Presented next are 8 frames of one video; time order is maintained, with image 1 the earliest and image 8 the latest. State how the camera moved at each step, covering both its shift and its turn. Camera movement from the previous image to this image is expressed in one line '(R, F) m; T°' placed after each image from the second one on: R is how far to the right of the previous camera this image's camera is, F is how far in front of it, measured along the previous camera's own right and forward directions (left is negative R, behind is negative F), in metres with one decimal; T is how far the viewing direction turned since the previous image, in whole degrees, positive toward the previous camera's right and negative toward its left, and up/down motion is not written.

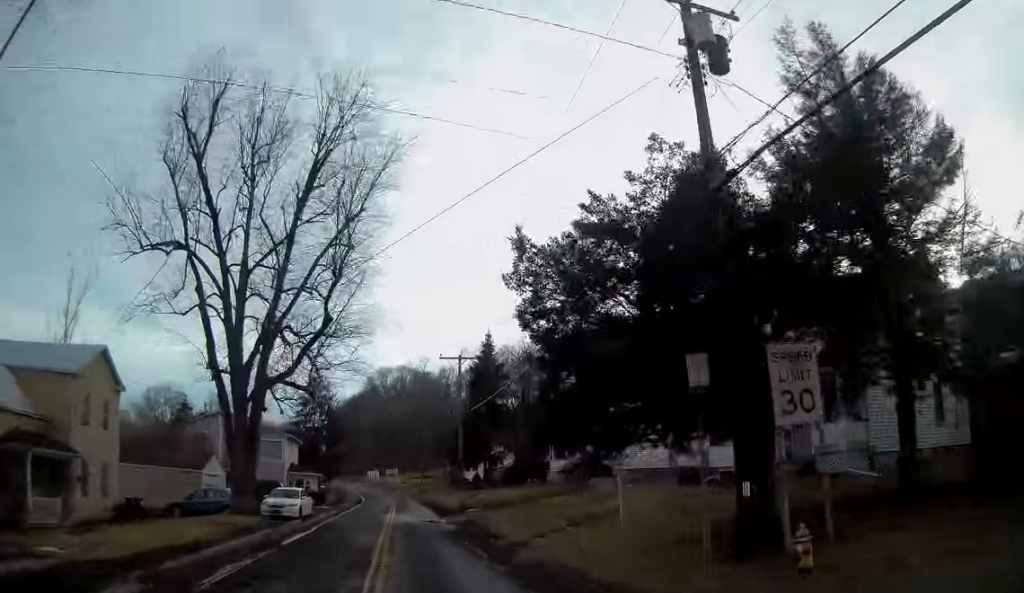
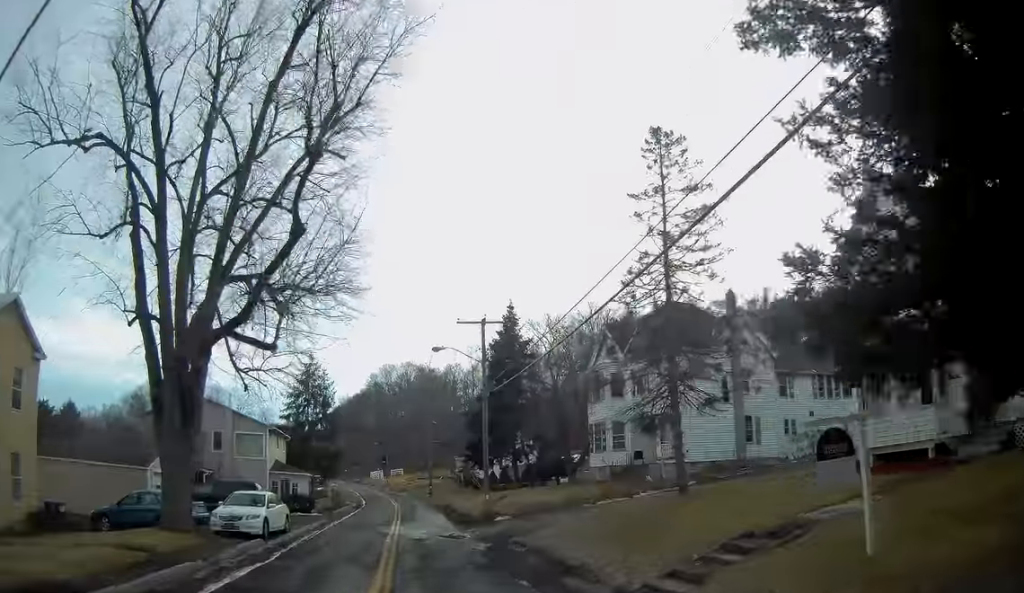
(0.0, +9.0) m; -1°
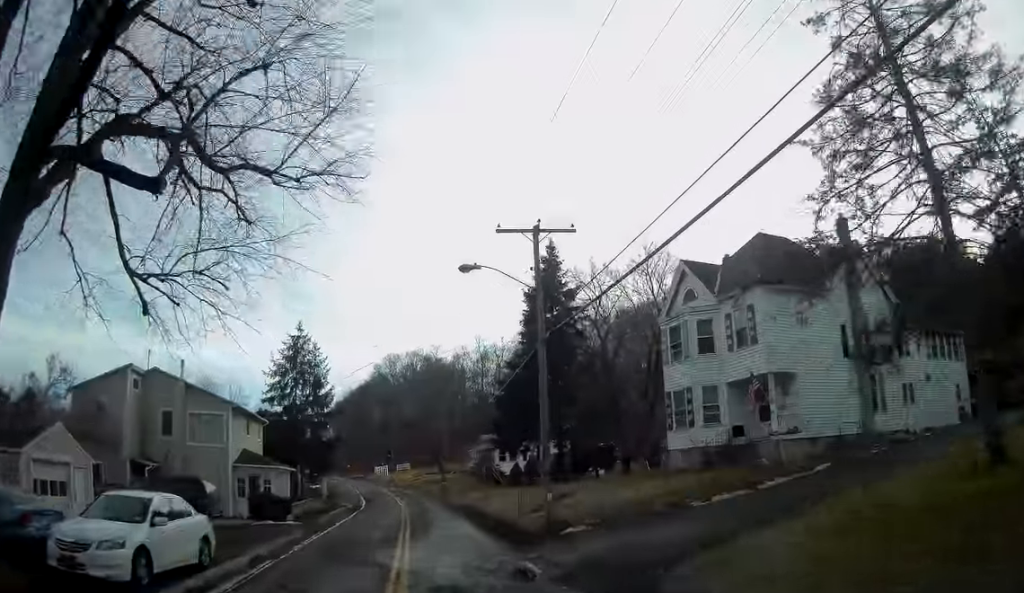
(-0.1, +10.8) m; -1°
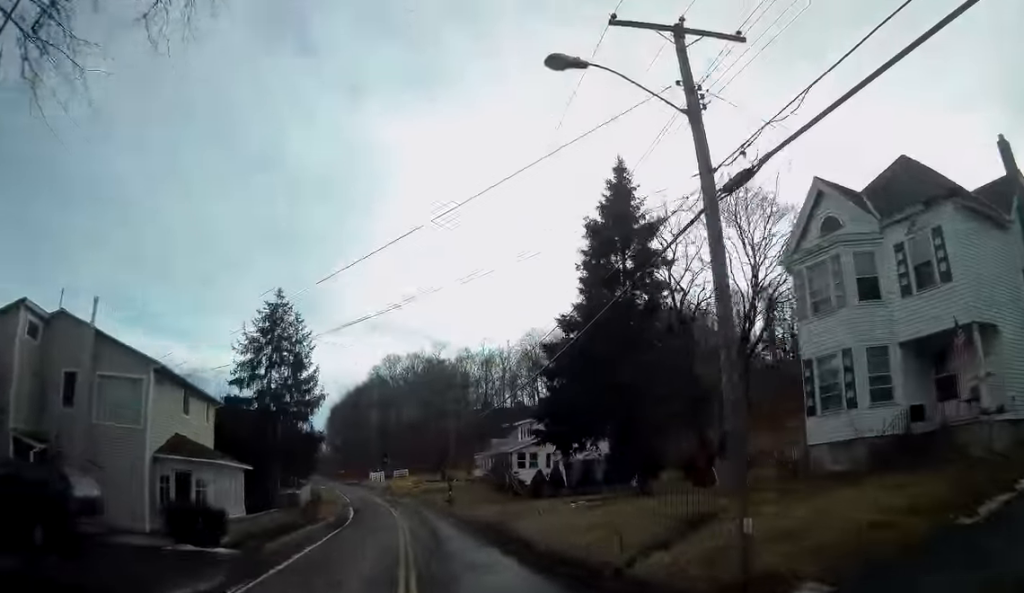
(-0.2, +10.6) m; 0°
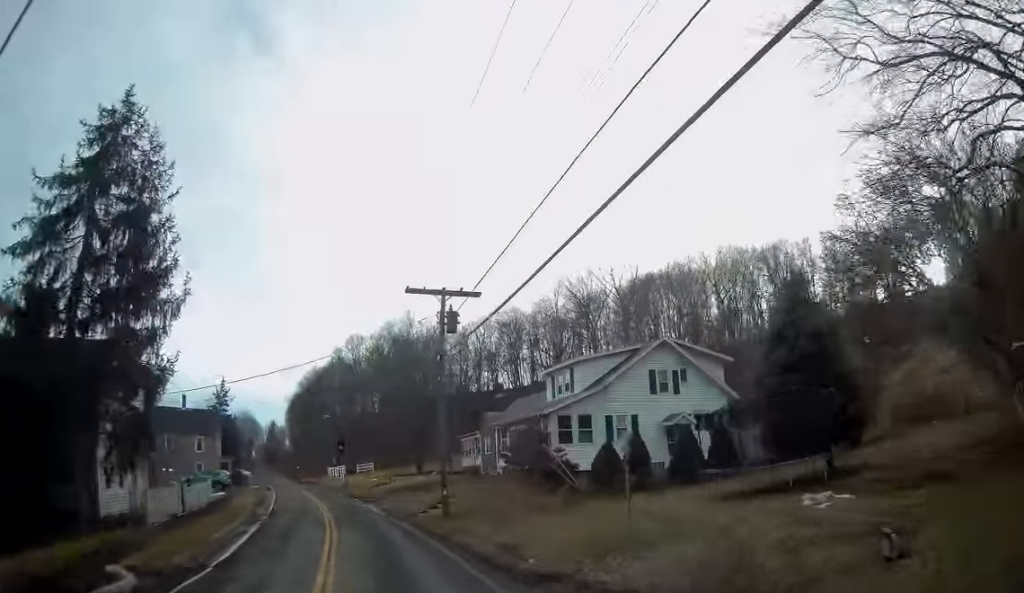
(+0.6, +22.8) m; +3°
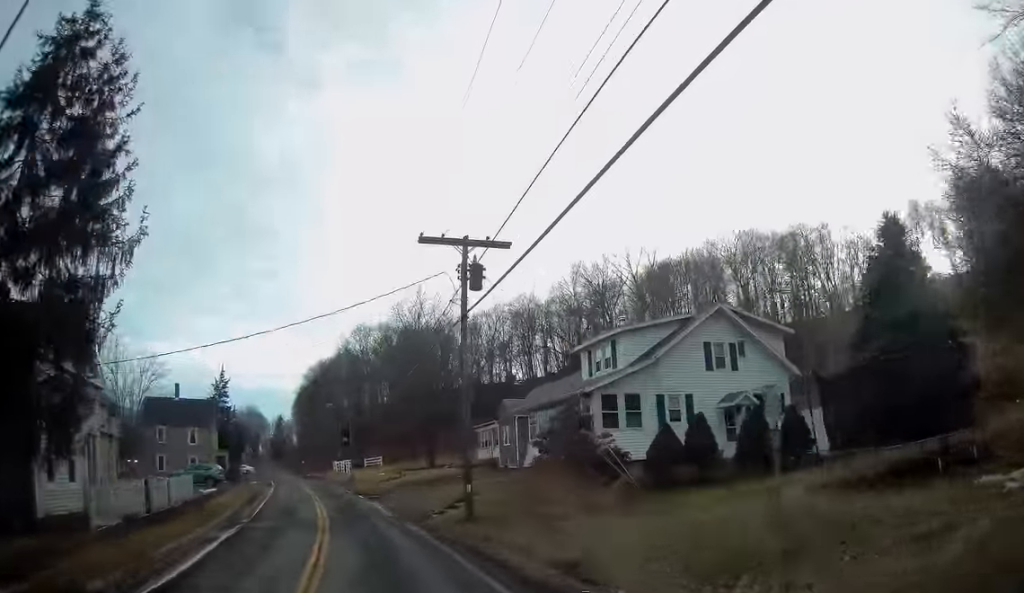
(+0.1, +5.1) m; 0°
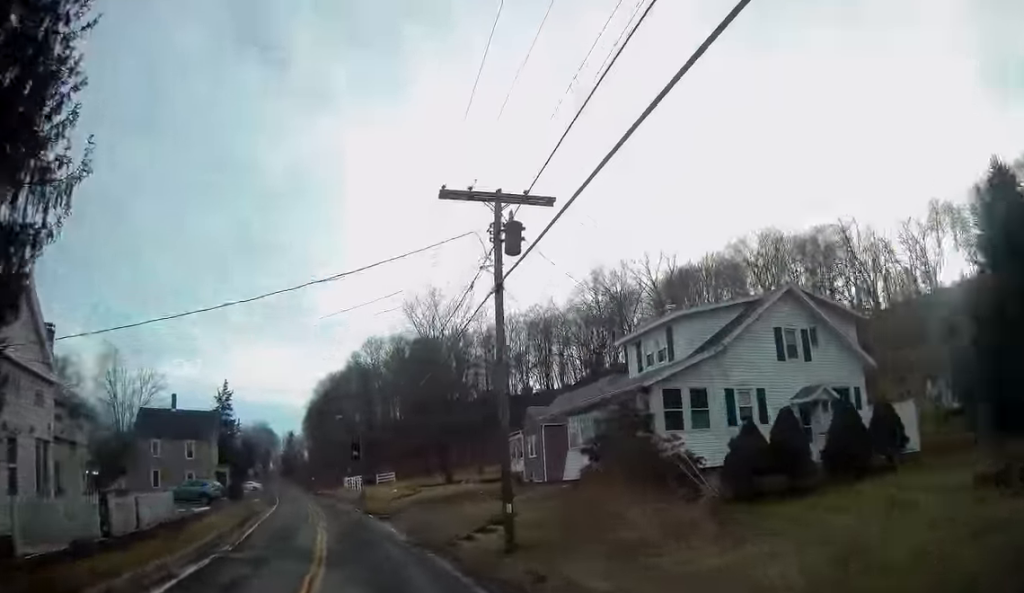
(+0.1, +4.7) m; 0°
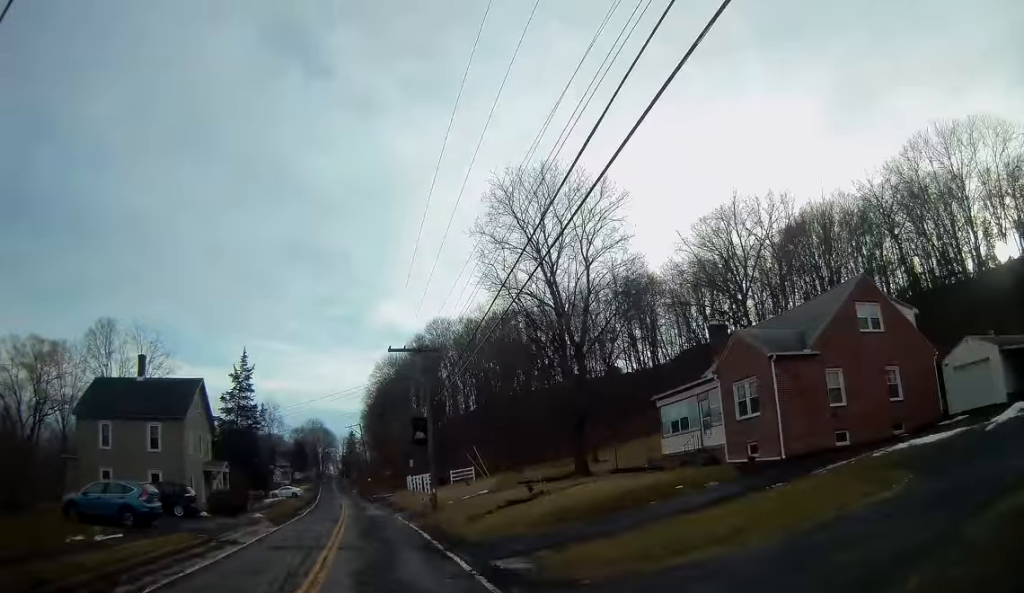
(-1.6, +21.1) m; -8°
